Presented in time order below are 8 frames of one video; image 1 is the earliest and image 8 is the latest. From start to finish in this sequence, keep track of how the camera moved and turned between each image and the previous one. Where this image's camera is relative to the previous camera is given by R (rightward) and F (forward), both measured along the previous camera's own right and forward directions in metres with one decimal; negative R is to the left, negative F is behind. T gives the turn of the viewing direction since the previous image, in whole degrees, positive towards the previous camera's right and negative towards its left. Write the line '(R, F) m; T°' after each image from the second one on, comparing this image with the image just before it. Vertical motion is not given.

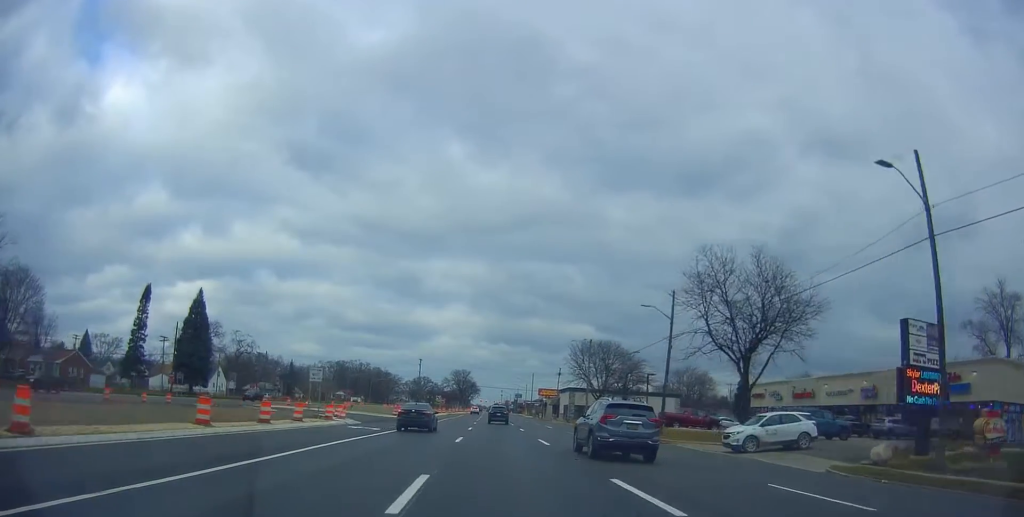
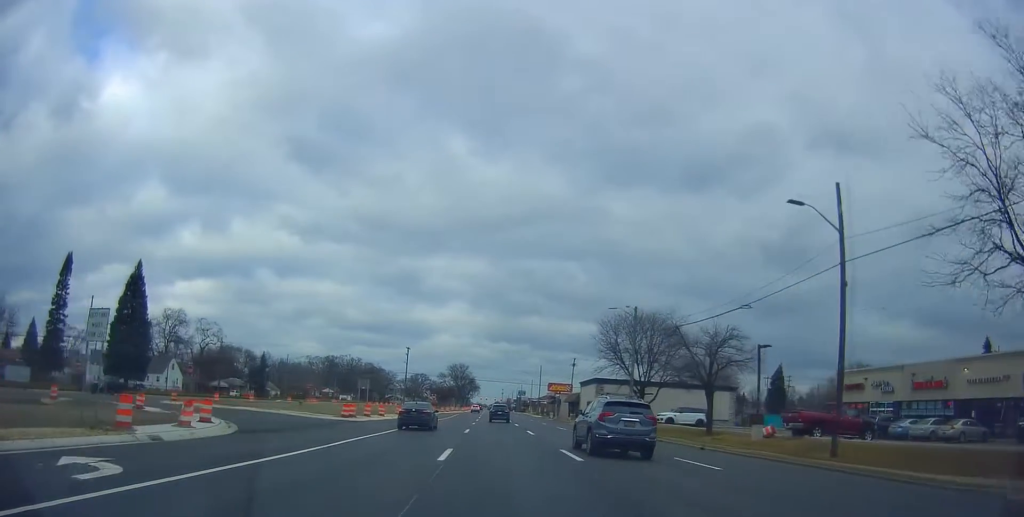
(+0.8, +23.1) m; +1°
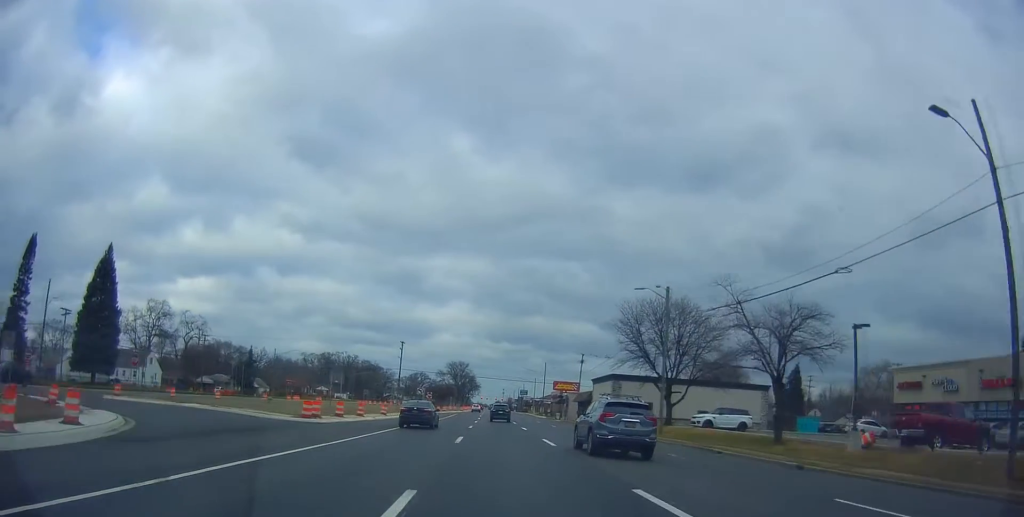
(-0.2, +9.4) m; -1°
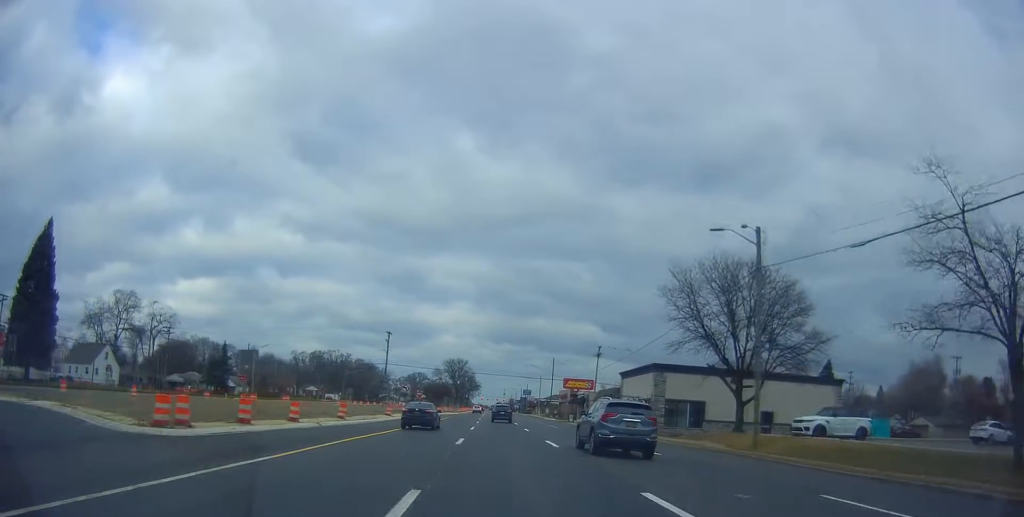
(-0.2, +15.9) m; -1°
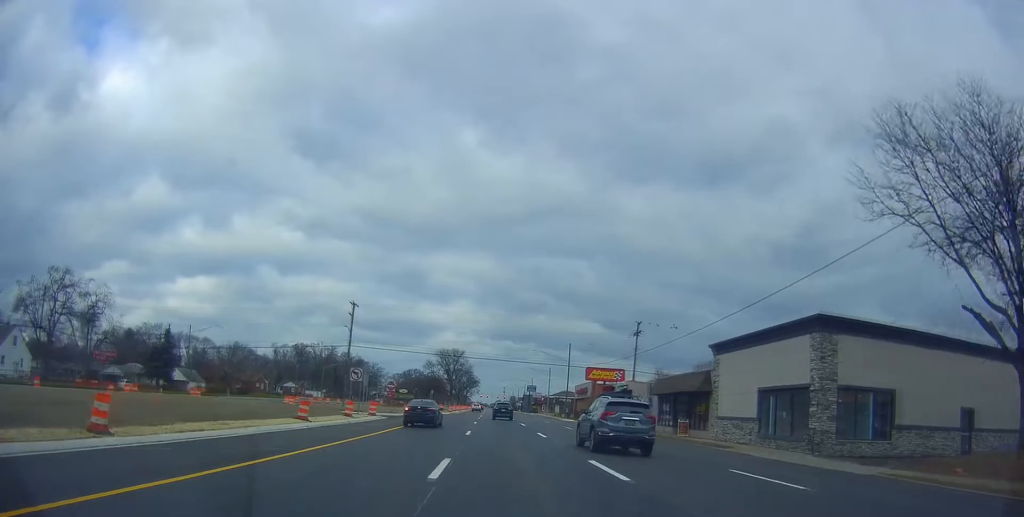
(-0.2, +25.3) m; +1°
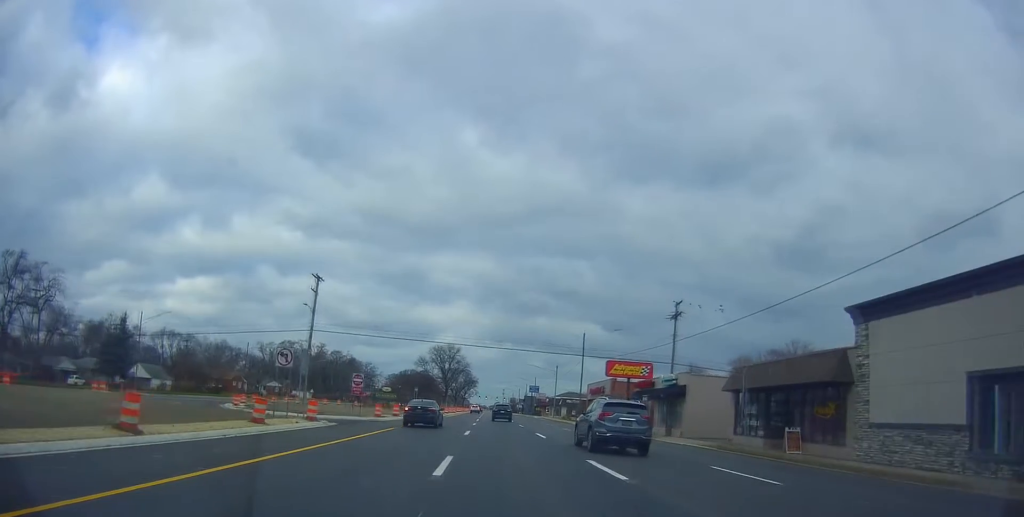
(+0.1, +15.2) m; +1°
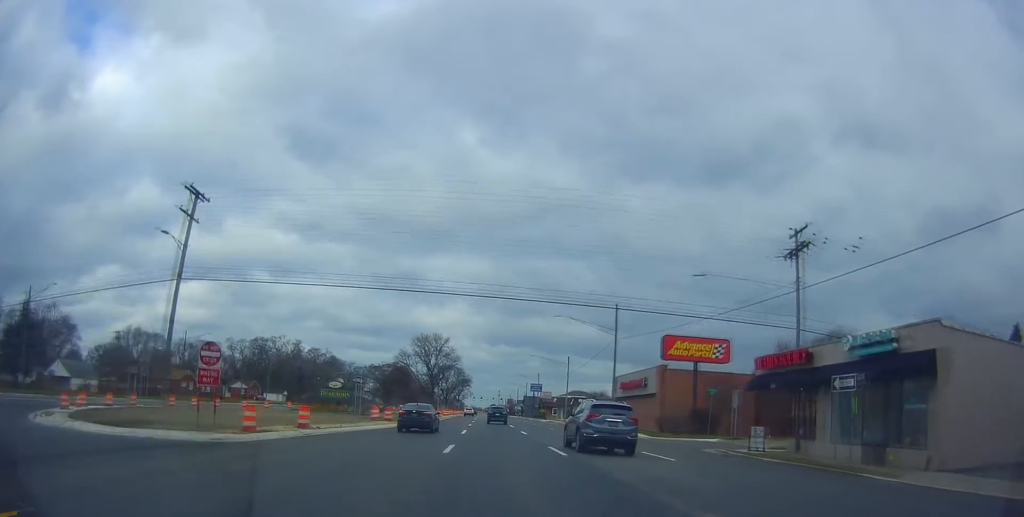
(+0.2, +24.6) m; -1°
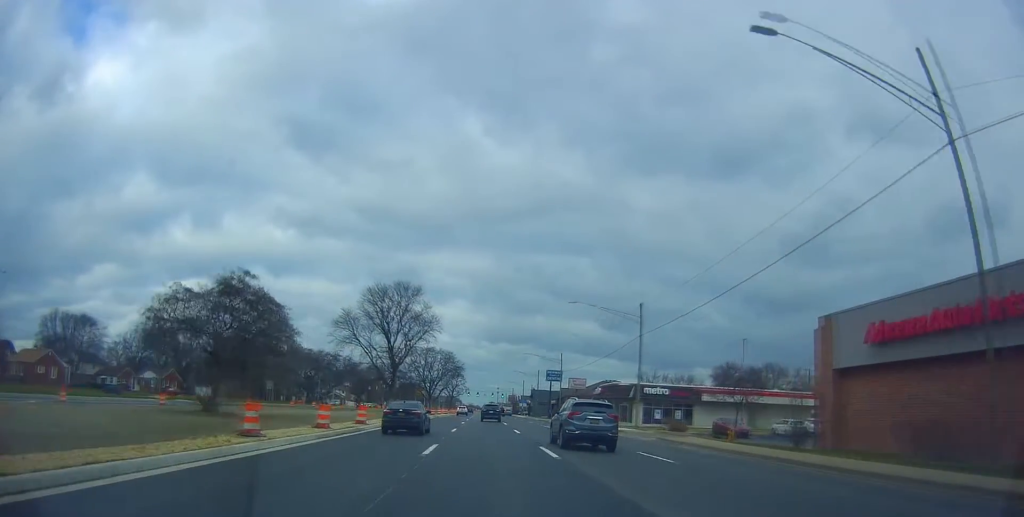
(+0.5, +48.0) m; +1°
